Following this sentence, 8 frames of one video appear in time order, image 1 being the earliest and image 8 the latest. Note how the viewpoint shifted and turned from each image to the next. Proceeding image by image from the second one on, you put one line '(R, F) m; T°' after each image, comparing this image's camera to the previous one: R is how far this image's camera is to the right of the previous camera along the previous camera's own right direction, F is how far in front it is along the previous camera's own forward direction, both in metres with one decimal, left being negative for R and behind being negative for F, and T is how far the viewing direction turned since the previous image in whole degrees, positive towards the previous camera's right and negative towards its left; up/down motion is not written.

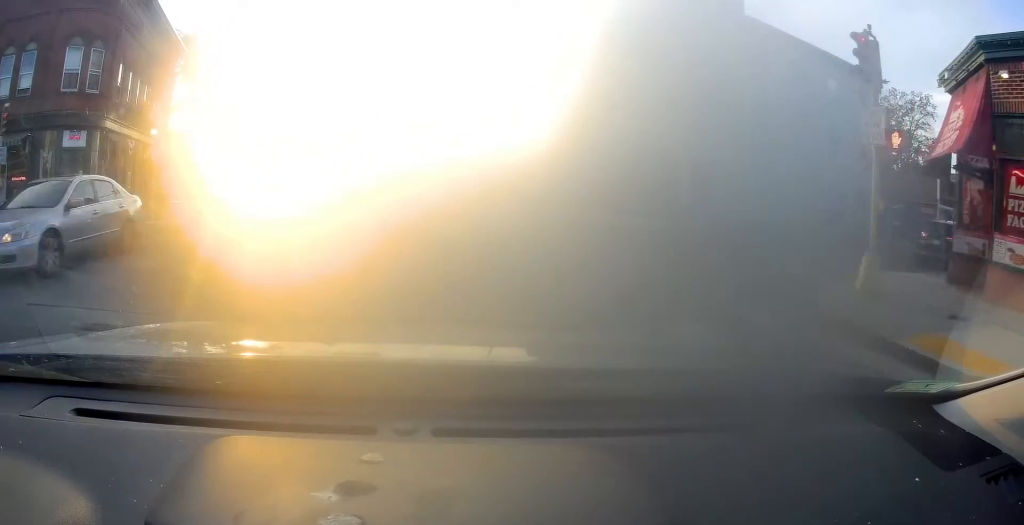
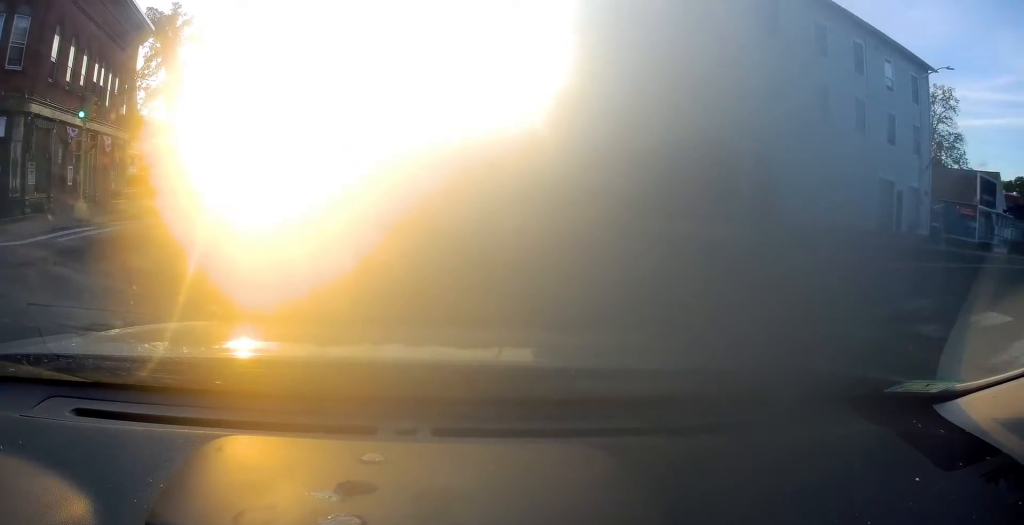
(+0.4, +5.7) m; +2°
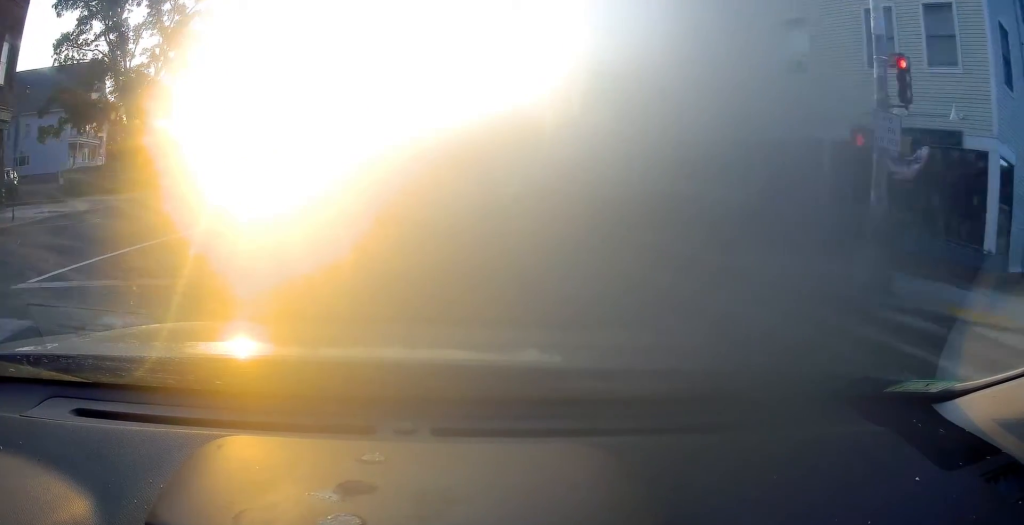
(-0.6, +12.5) m; -3°
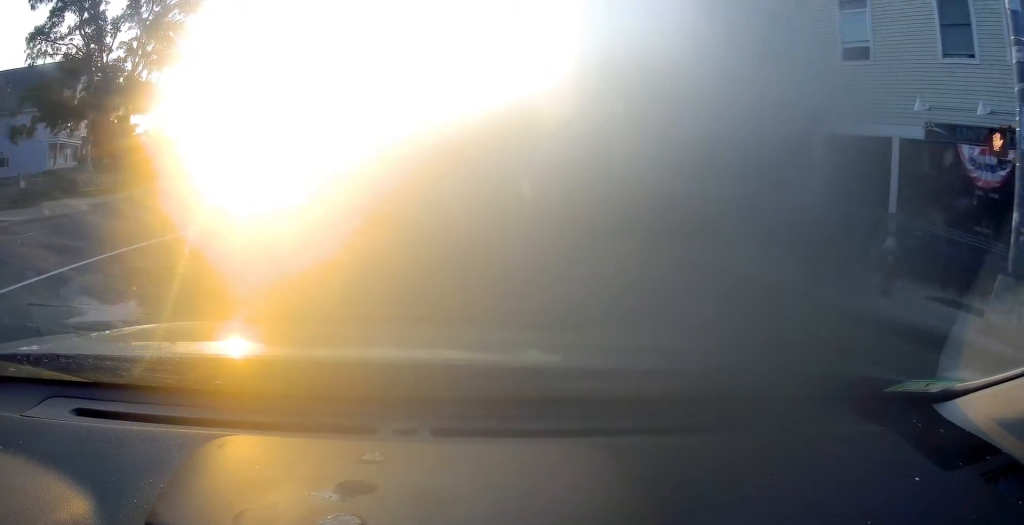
(+0.4, +3.3) m; -1°
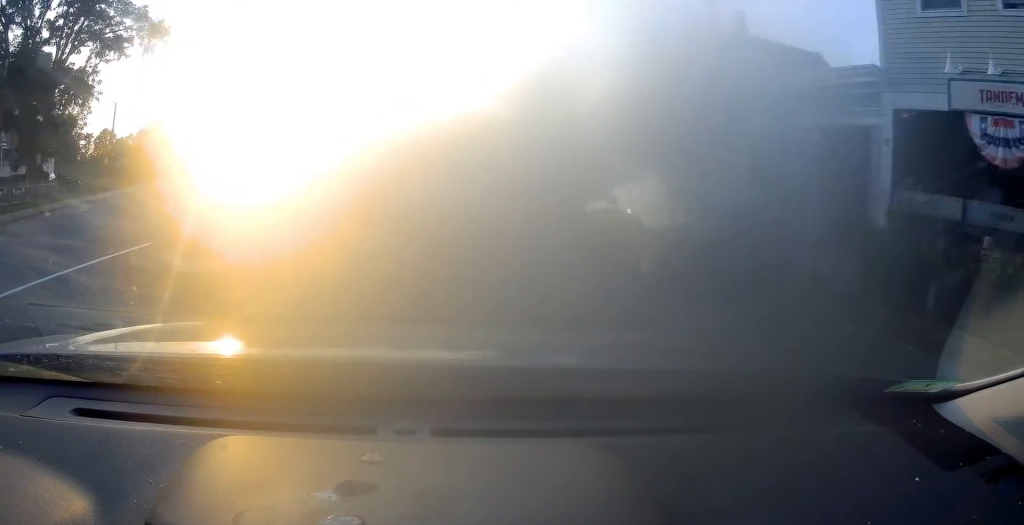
(-0.5, +10.2) m; +2°
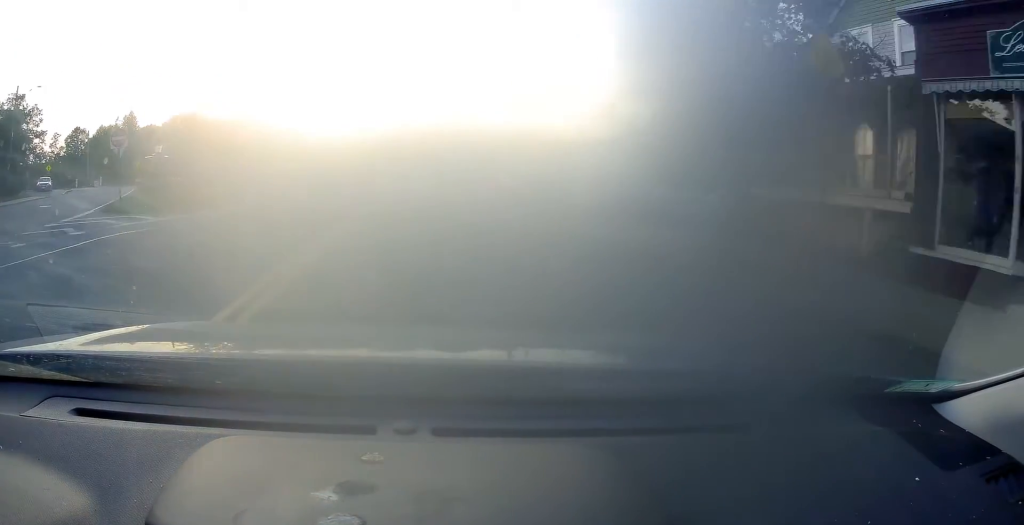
(+1.1, +17.6) m; +2°
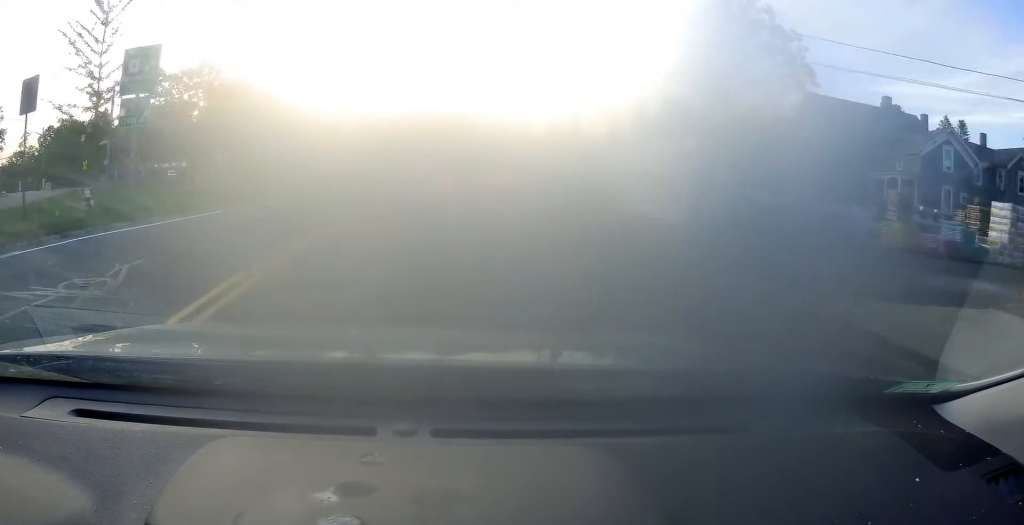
(0.0, +10.9) m; +4°
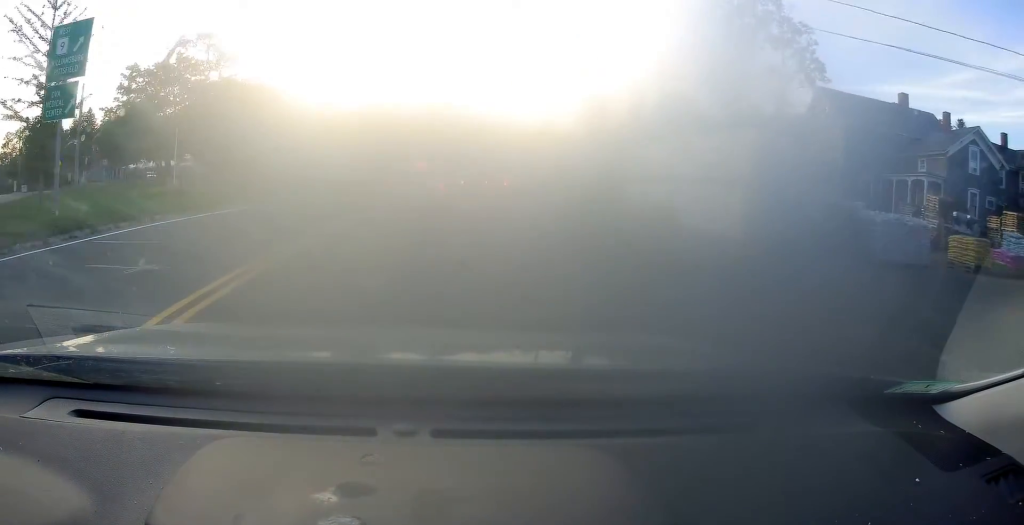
(+0.1, +3.3) m; +1°
